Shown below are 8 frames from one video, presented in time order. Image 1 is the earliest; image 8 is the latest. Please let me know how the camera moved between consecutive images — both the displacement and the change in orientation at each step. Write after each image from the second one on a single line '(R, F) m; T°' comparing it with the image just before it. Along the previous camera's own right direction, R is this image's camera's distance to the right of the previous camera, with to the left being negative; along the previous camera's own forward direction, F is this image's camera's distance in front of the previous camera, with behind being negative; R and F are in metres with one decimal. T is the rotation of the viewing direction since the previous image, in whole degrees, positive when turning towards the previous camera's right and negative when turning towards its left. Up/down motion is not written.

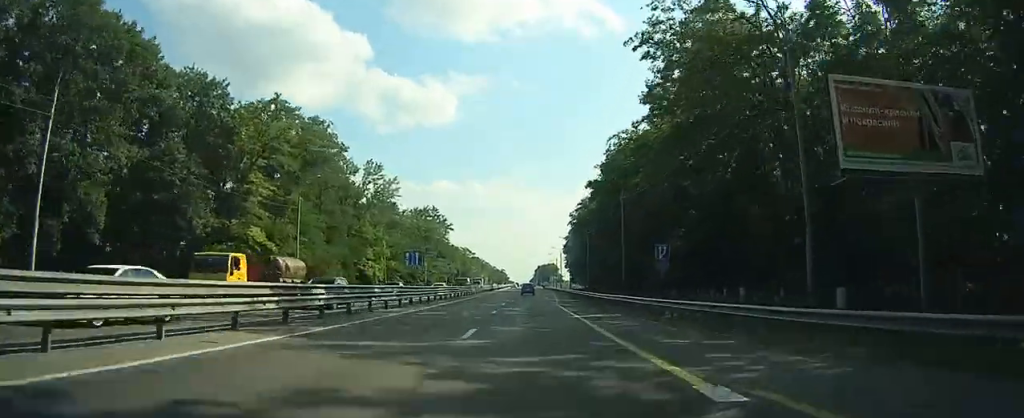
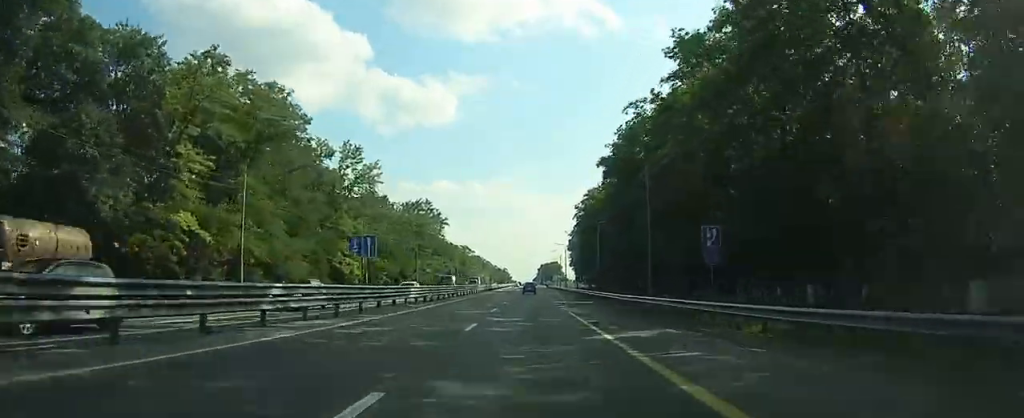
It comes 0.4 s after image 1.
(0.0, +10.3) m; 0°
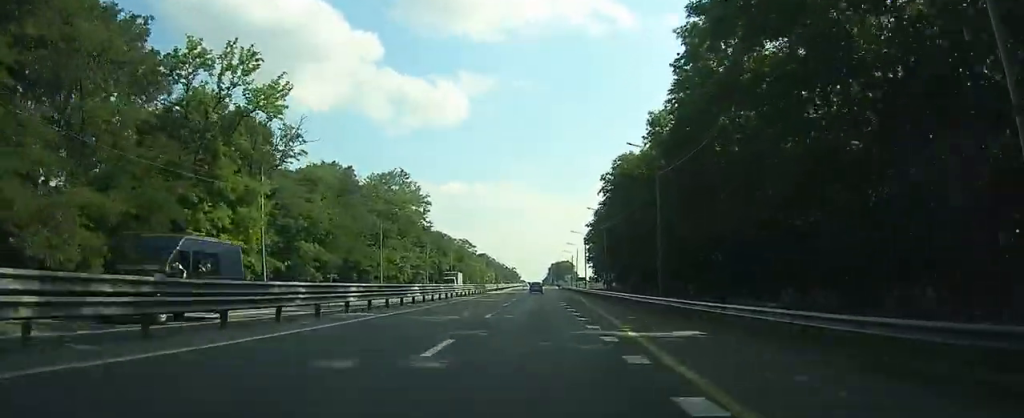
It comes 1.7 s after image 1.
(-0.2, +29.2) m; -1°
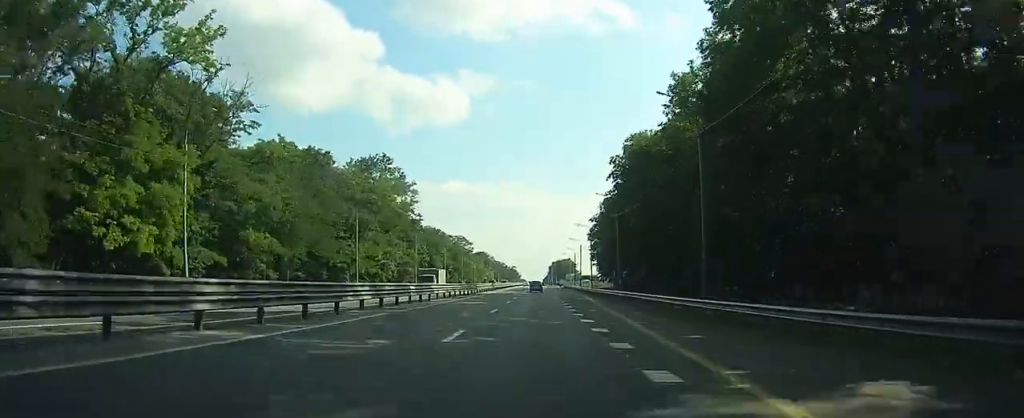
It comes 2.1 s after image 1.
(-0.1, +10.3) m; 0°
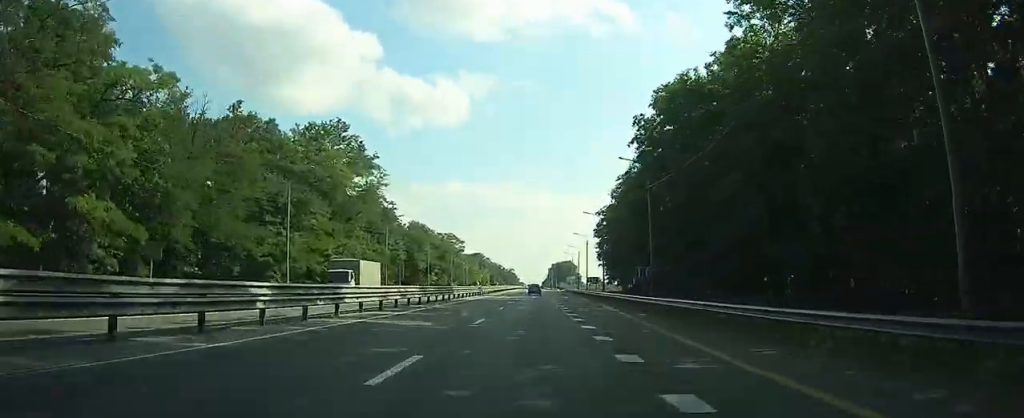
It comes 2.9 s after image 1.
(+0.1, +18.1) m; 0°
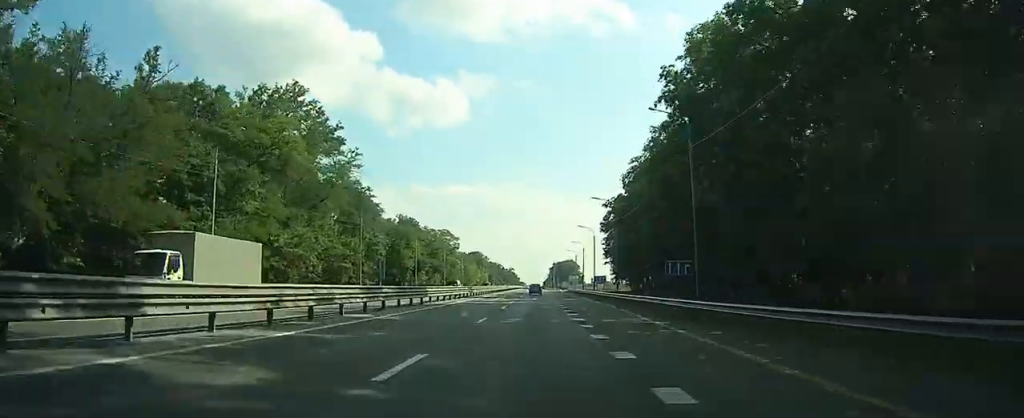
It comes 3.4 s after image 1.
(0.0, +11.7) m; 0°
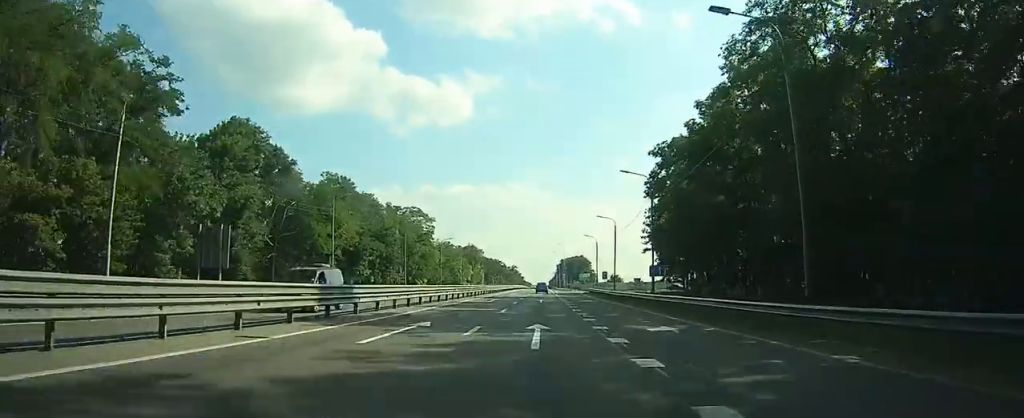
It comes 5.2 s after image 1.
(0.0, +42.0) m; -1°
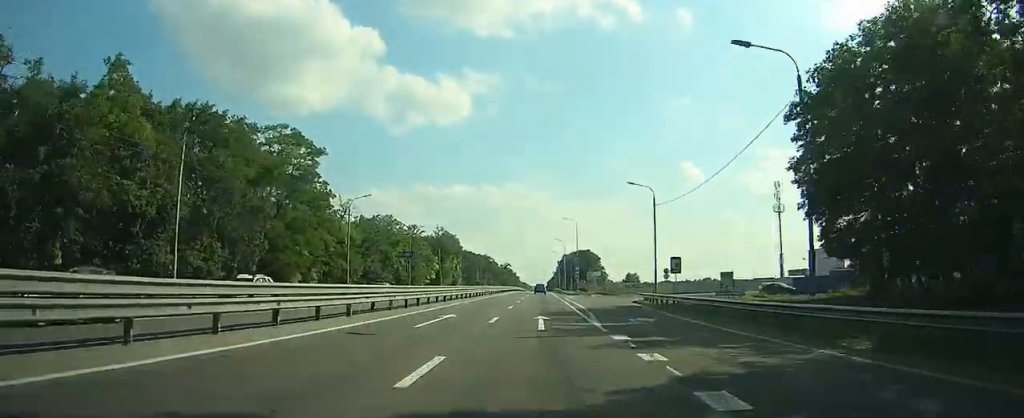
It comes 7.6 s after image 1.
(-0.5, +56.1) m; -1°
